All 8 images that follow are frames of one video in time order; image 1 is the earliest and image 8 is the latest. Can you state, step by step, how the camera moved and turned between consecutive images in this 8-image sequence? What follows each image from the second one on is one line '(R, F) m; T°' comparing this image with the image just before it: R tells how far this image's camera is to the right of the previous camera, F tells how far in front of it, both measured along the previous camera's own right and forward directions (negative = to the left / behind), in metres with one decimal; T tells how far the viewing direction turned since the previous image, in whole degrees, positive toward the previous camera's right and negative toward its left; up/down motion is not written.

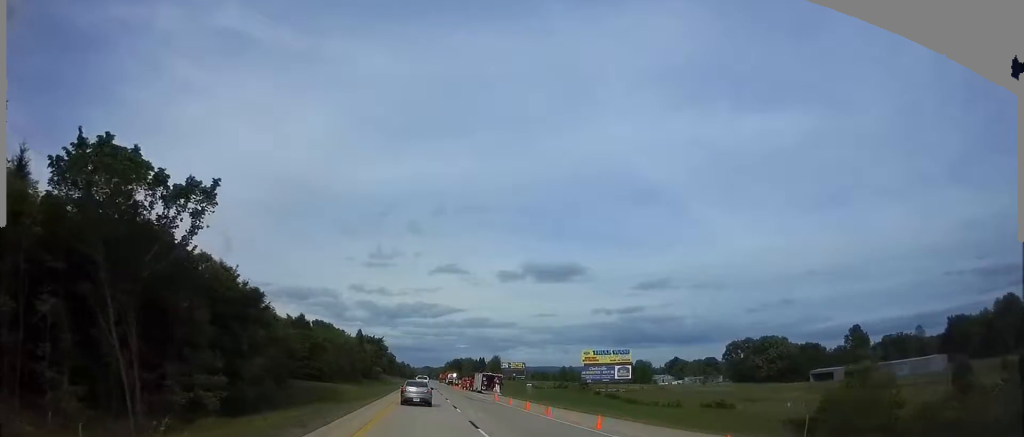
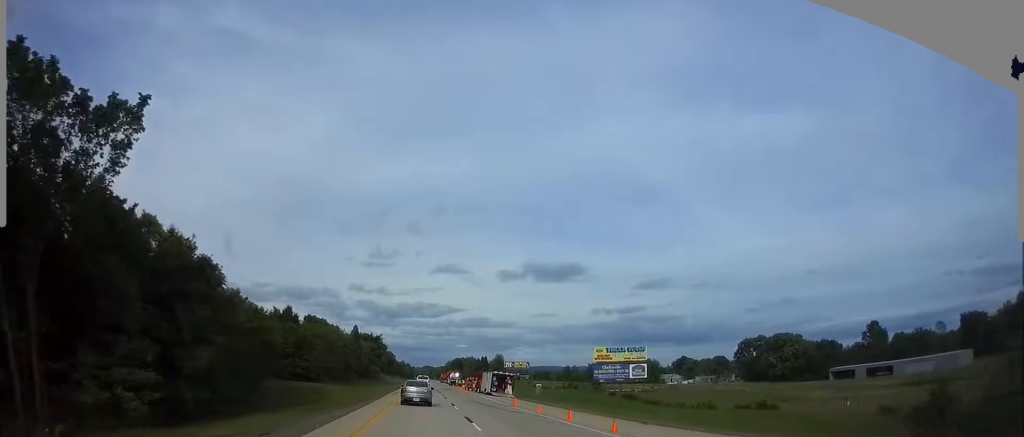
(0.0, +11.0) m; 0°
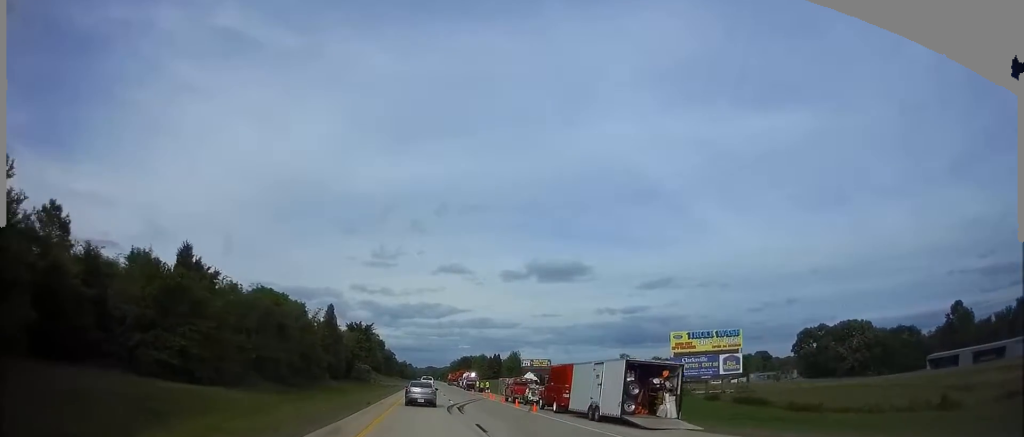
(-0.1, +44.7) m; 0°
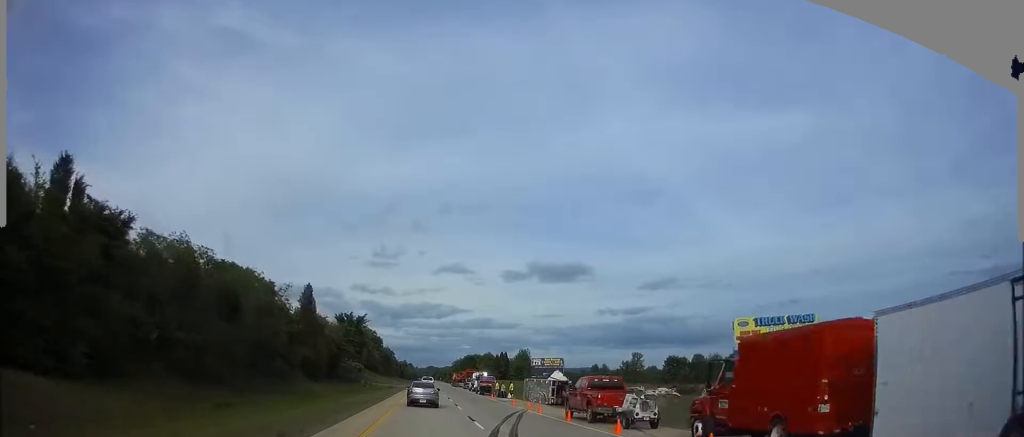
(0.0, +22.0) m; 0°
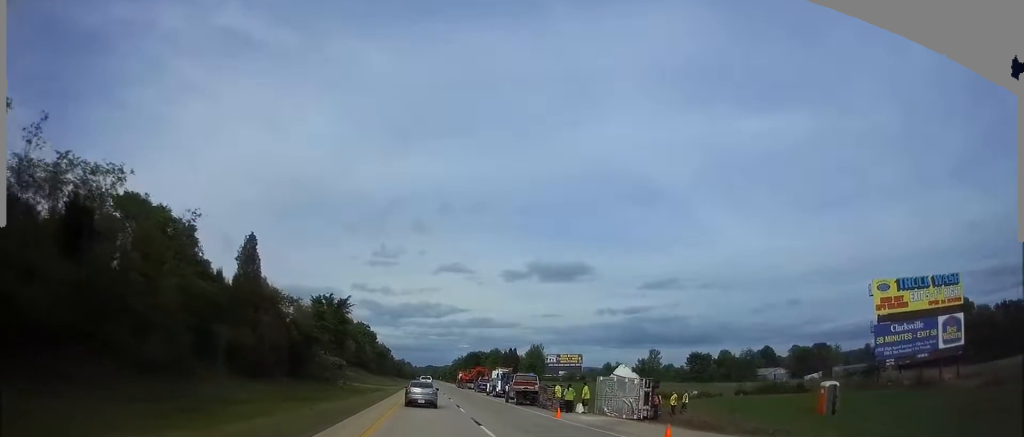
(0.0, +29.1) m; 0°
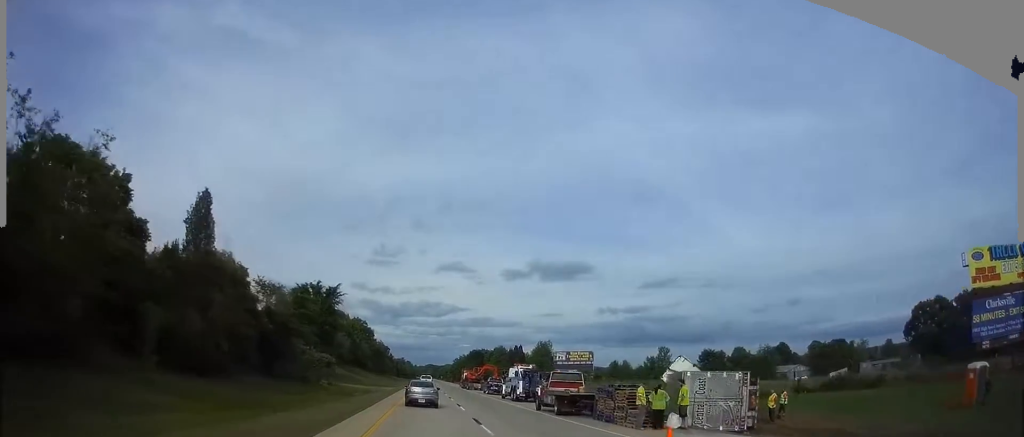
(0.0, +13.4) m; 0°
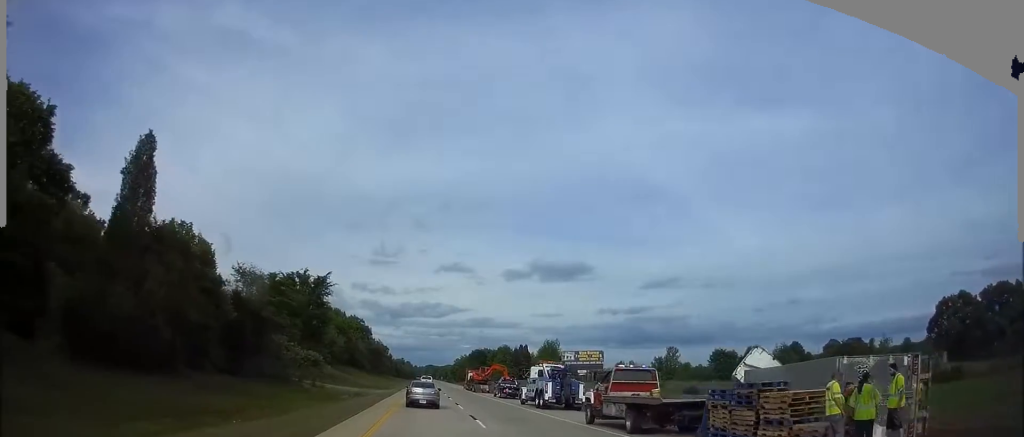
(0.0, +11.1) m; 0°
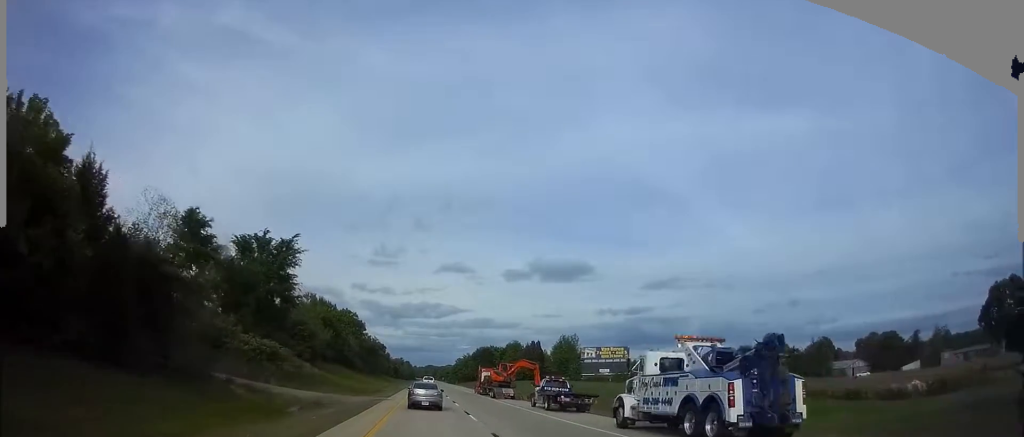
(-0.1, +23.0) m; 0°
